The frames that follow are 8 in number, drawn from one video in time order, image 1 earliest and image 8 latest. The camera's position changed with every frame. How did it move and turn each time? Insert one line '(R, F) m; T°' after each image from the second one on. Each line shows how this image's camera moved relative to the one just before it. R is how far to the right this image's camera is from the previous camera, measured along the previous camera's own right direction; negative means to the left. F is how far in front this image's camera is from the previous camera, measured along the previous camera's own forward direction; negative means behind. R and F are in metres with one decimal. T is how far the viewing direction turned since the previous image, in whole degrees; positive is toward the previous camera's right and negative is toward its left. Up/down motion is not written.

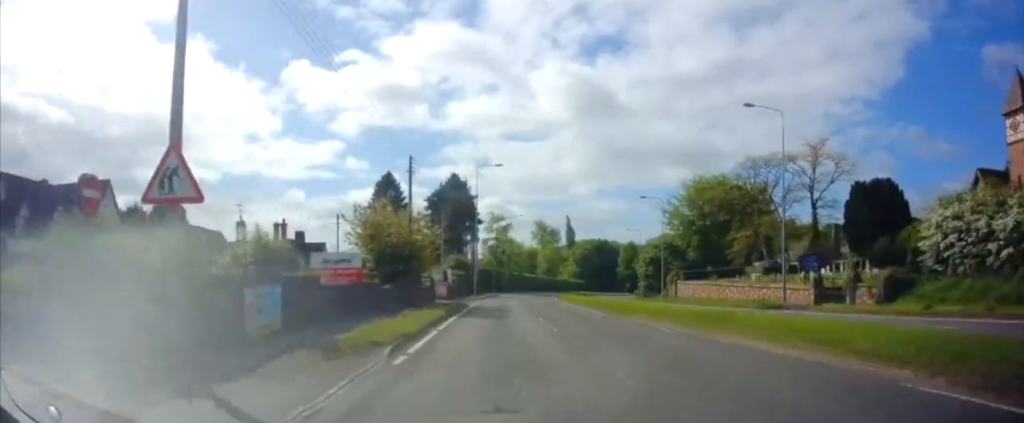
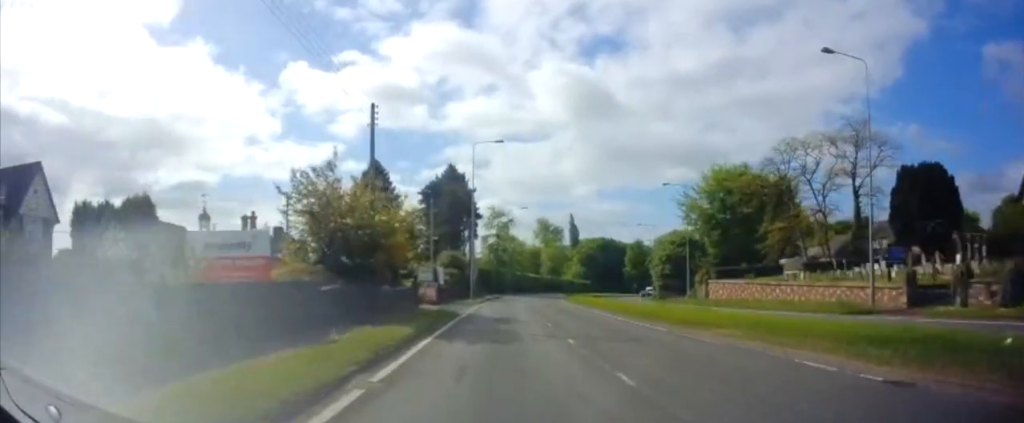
(0.0, +9.1) m; 0°
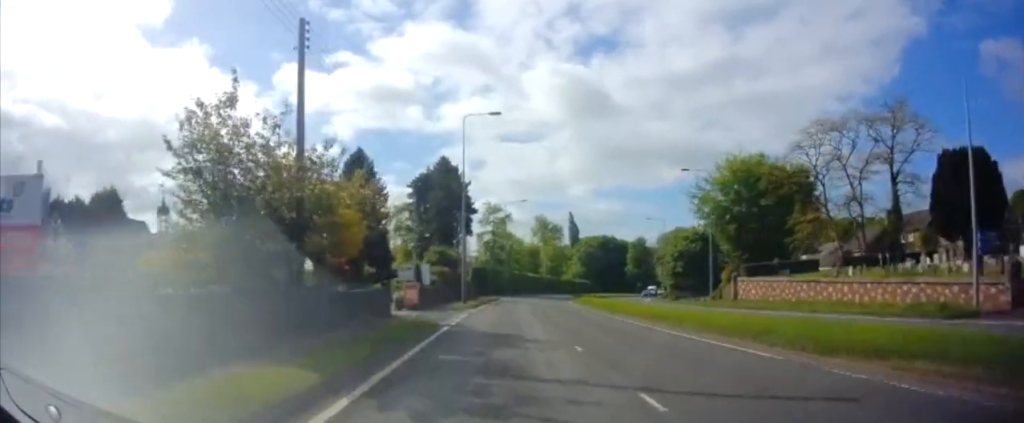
(-0.1, +7.4) m; +1°
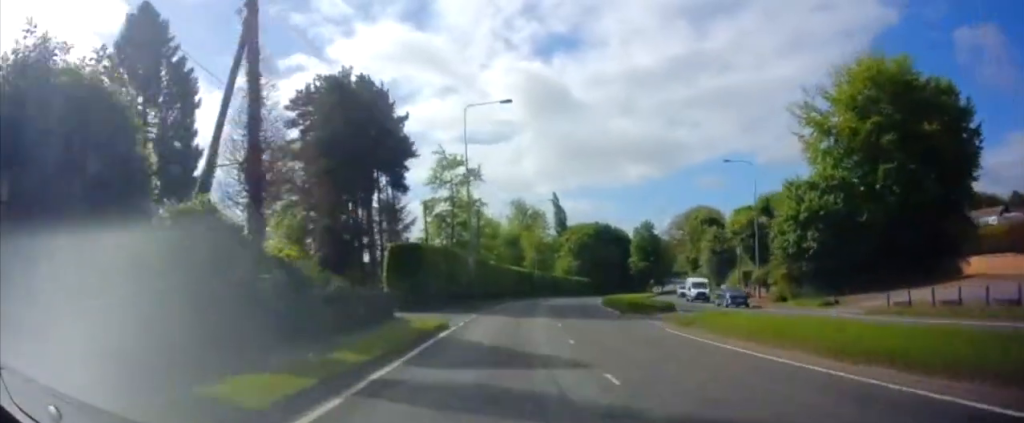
(+0.8, +40.3) m; +2°
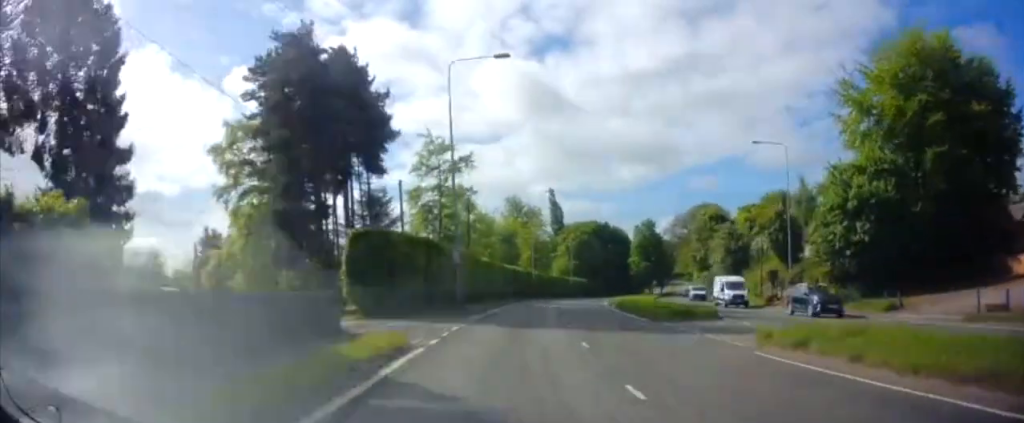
(0.0, +7.0) m; +1°
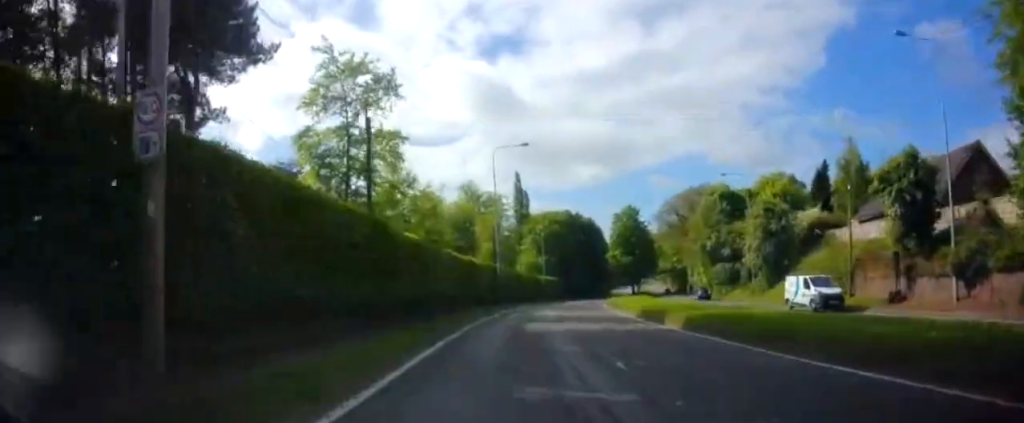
(+0.7, +21.2) m; +4°
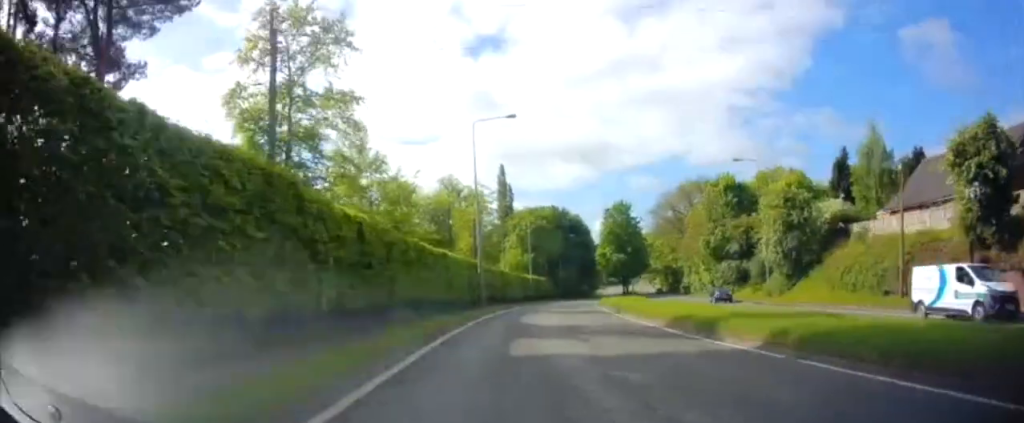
(+0.1, +7.1) m; +1°
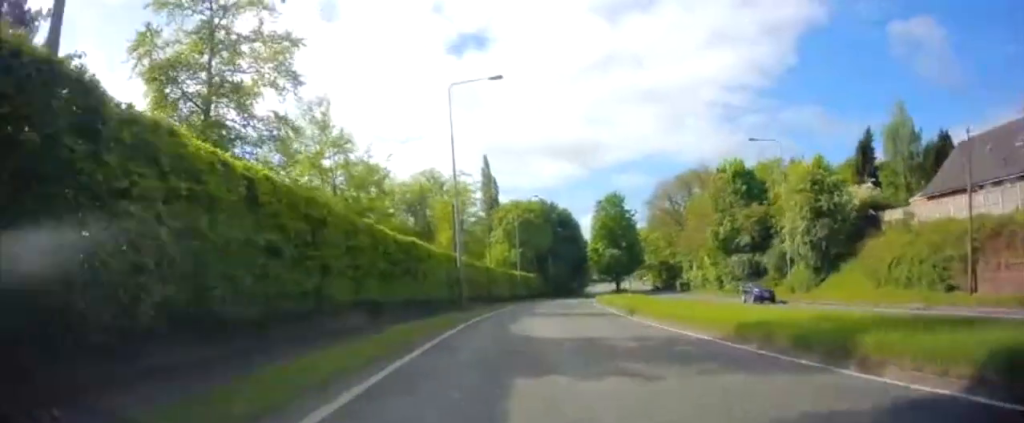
(0.0, +6.6) m; +1°
